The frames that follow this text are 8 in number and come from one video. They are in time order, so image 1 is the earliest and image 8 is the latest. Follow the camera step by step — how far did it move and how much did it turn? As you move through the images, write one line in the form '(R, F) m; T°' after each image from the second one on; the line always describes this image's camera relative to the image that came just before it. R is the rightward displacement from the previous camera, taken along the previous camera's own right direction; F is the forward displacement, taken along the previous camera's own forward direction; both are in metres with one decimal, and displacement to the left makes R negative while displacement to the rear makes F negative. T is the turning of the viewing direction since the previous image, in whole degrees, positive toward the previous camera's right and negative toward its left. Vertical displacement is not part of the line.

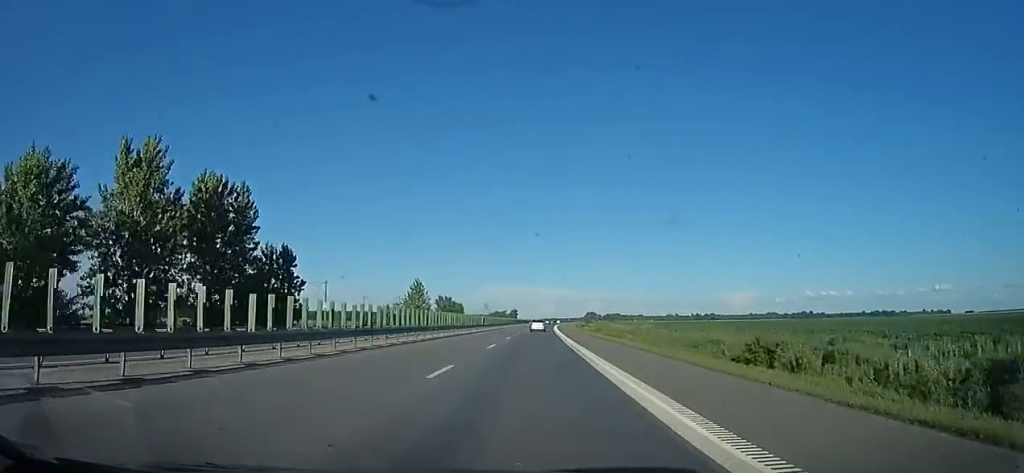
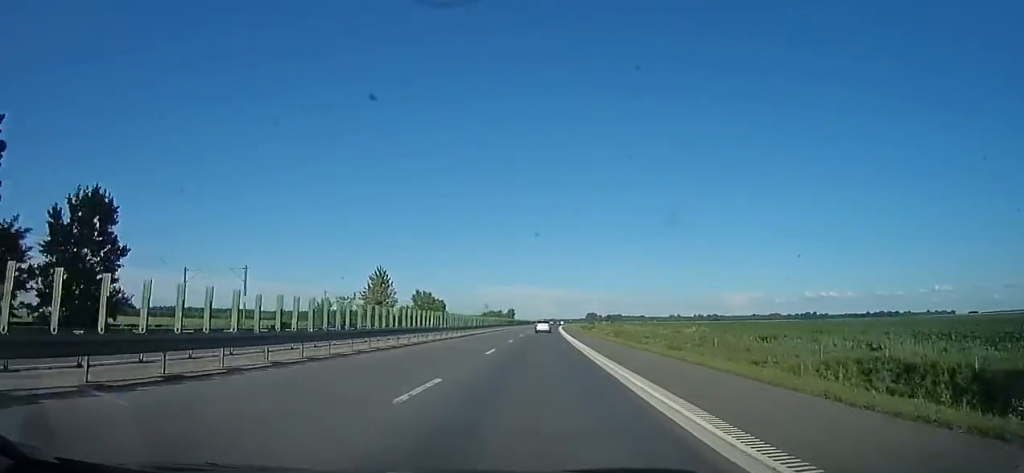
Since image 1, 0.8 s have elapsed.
(-0.1, +27.1) m; +1°
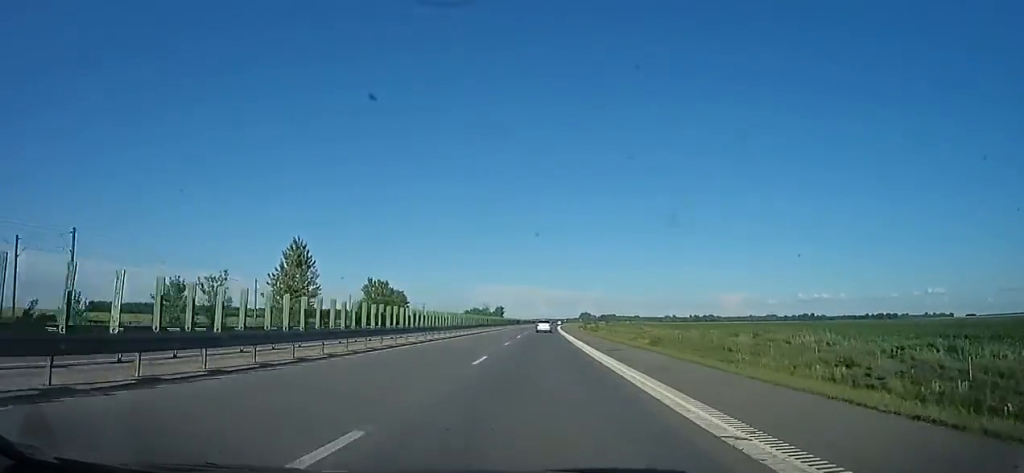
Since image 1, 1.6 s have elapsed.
(0.0, +29.4) m; +2°
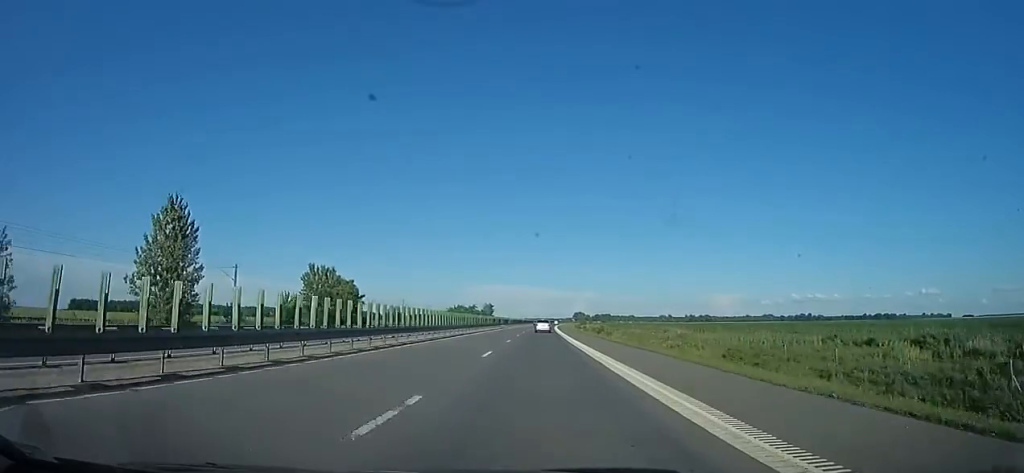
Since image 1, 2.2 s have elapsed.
(+1.0, +21.2) m; 0°
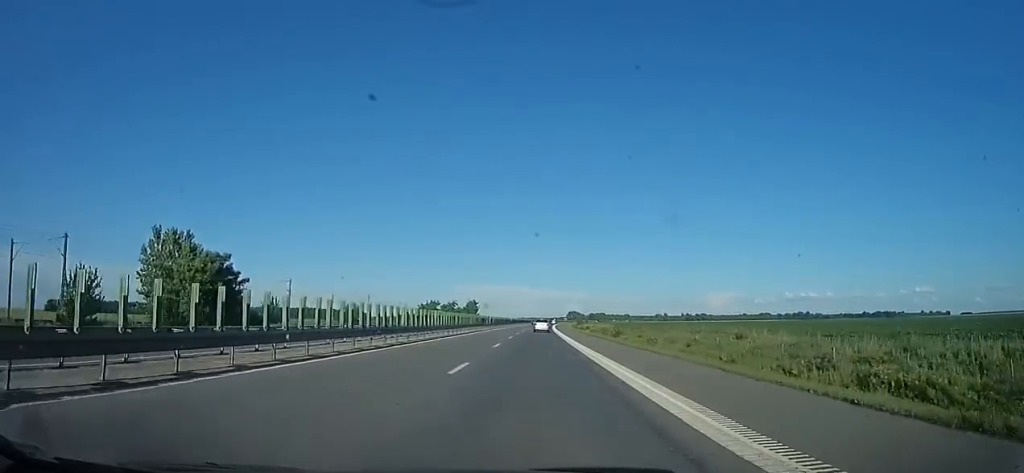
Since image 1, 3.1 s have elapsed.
(-0.4, +29.1) m; 0°
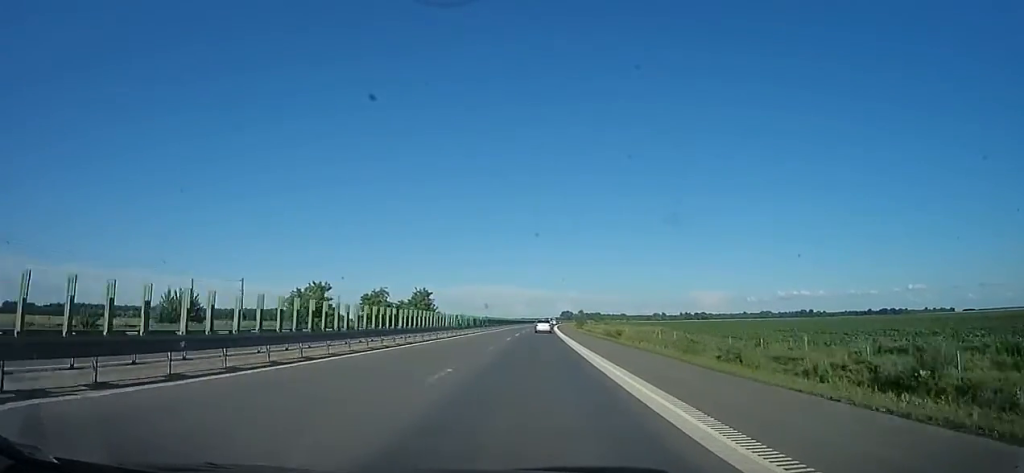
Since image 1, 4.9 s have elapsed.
(+0.1, +61.2) m; 0°
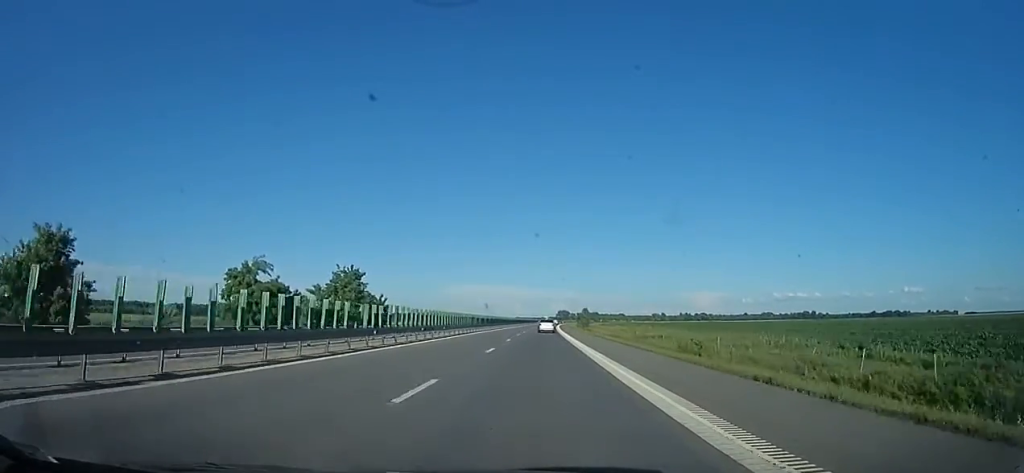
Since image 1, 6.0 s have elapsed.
(-0.3, +38.3) m; +1°
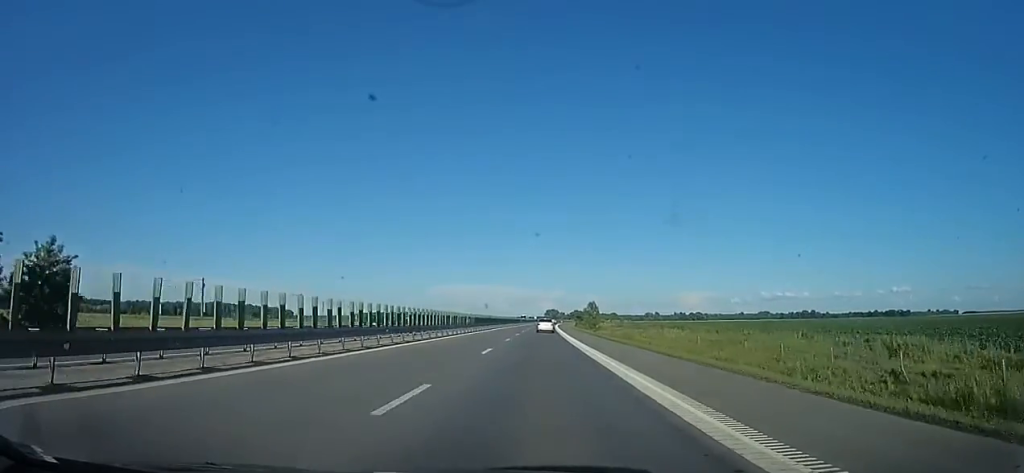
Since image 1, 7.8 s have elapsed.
(+1.6, +60.5) m; +2°
